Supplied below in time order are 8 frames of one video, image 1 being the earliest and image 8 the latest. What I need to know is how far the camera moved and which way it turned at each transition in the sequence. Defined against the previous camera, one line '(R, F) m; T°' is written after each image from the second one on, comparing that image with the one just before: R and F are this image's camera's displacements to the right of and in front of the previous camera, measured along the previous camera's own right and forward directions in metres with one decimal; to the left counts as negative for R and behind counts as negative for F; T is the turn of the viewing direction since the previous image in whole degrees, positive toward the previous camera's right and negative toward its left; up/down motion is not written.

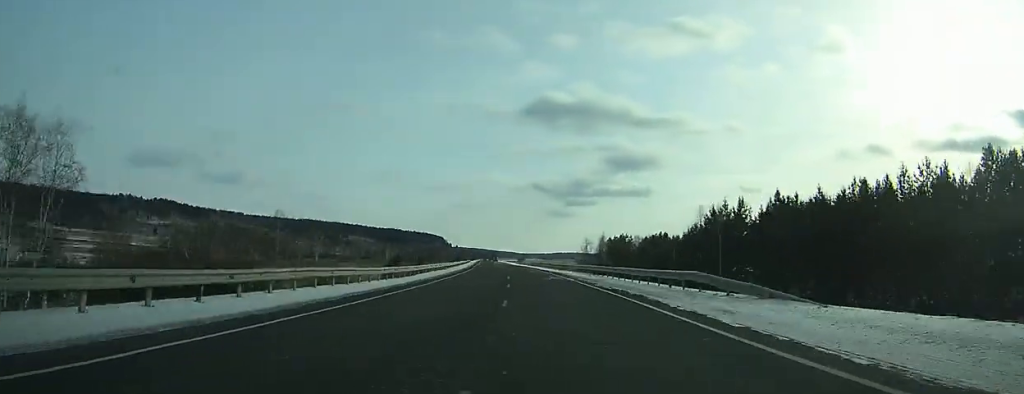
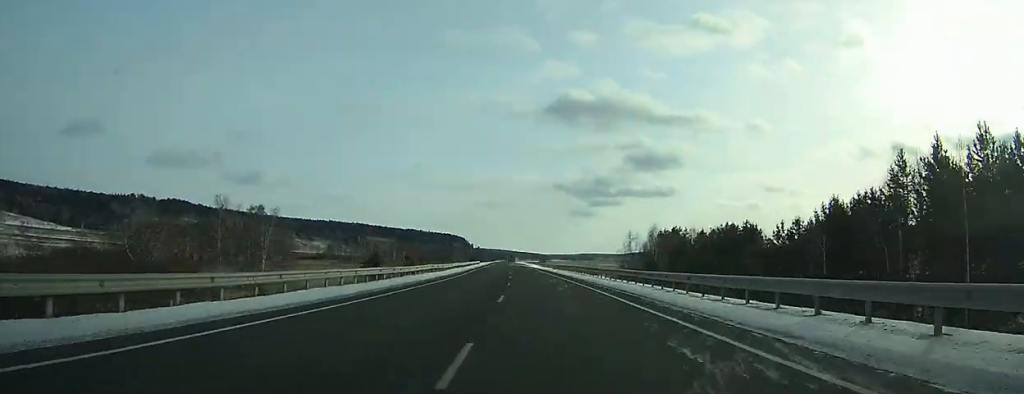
(-0.5, +32.7) m; -2°
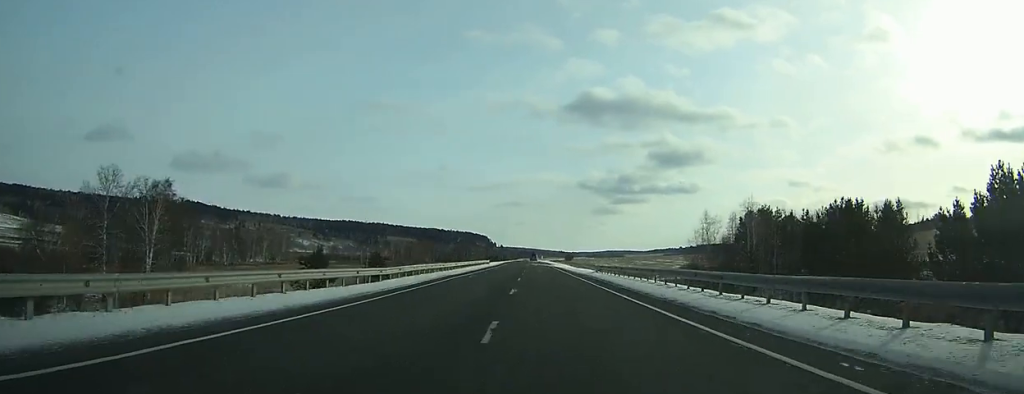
(-0.1, +33.9) m; -2°
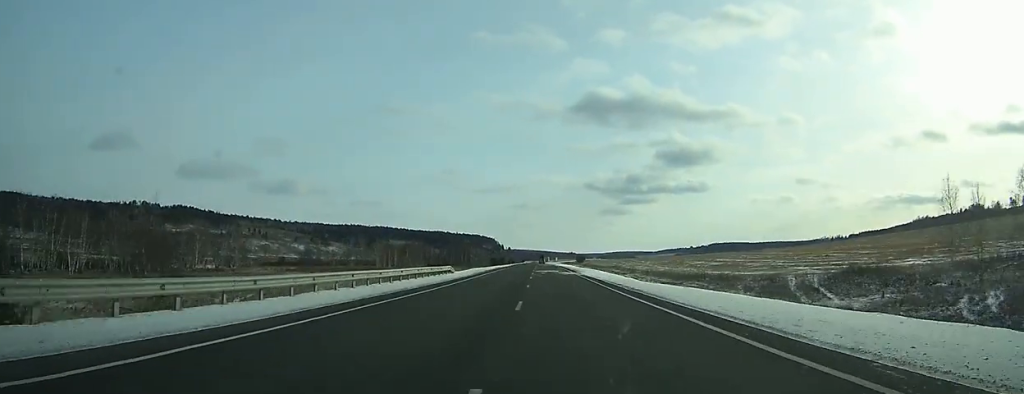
(-1.5, +55.3) m; -2°
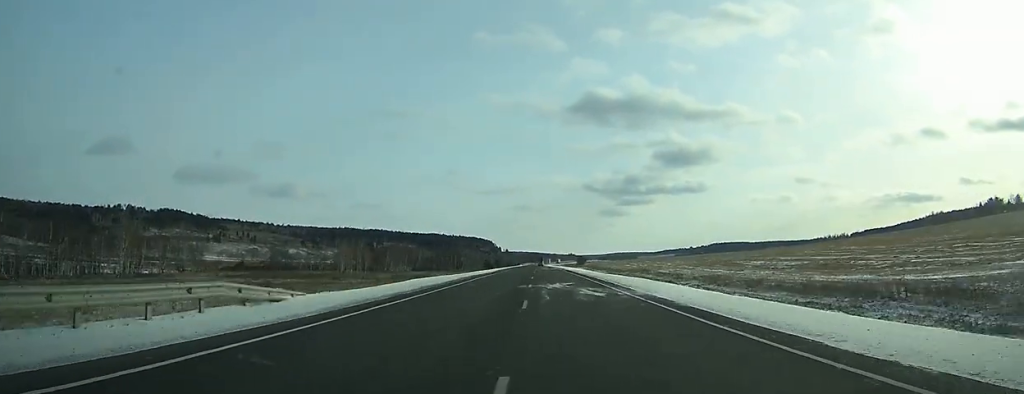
(-0.2, +34.5) m; 0°
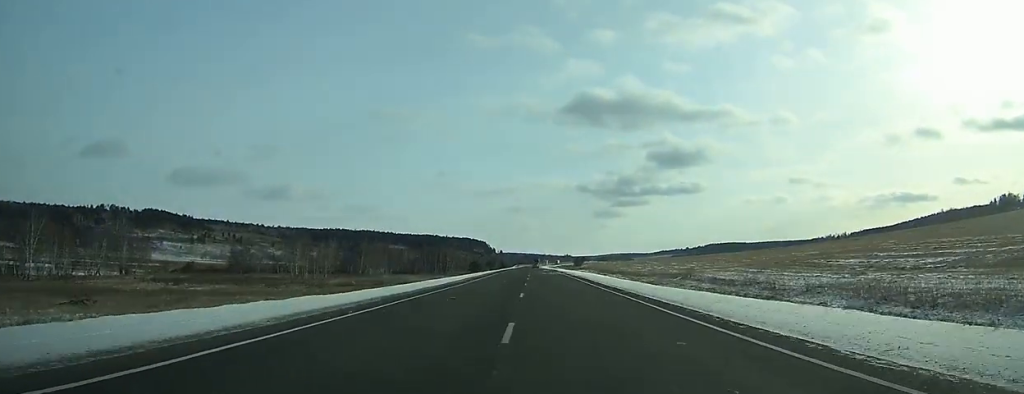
(0.0, +29.0) m; 0°
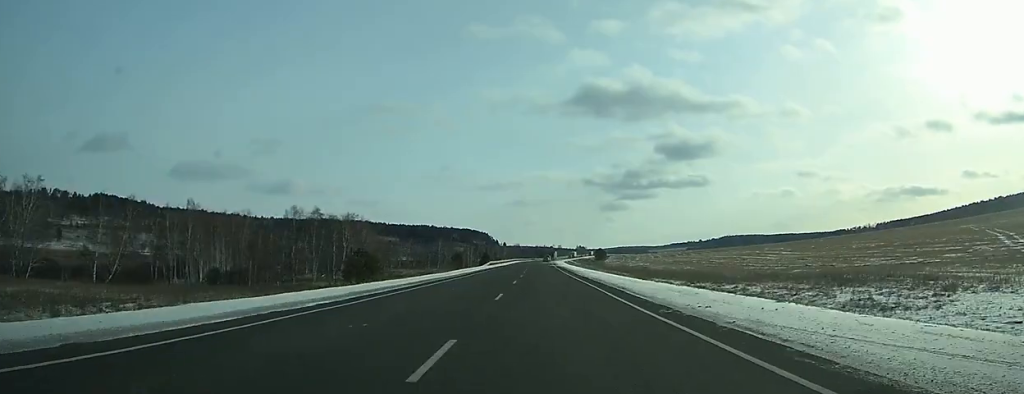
(+1.0, +143.3) m; +1°
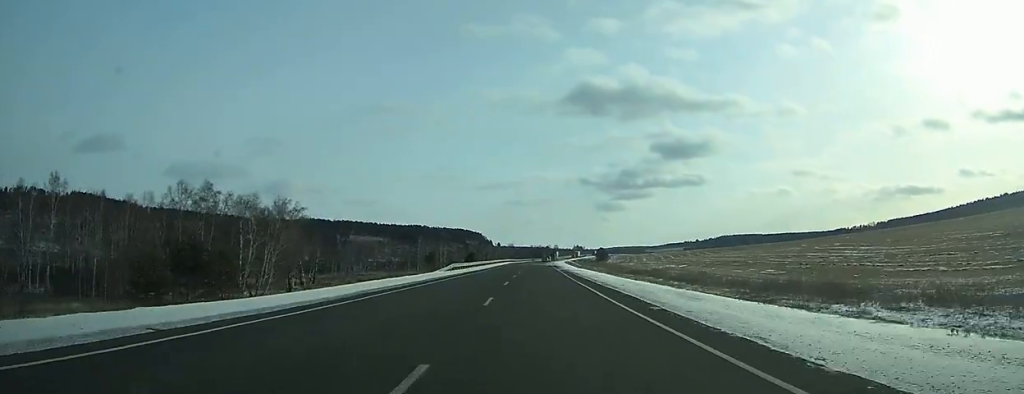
(+0.1, +38.9) m; 0°
